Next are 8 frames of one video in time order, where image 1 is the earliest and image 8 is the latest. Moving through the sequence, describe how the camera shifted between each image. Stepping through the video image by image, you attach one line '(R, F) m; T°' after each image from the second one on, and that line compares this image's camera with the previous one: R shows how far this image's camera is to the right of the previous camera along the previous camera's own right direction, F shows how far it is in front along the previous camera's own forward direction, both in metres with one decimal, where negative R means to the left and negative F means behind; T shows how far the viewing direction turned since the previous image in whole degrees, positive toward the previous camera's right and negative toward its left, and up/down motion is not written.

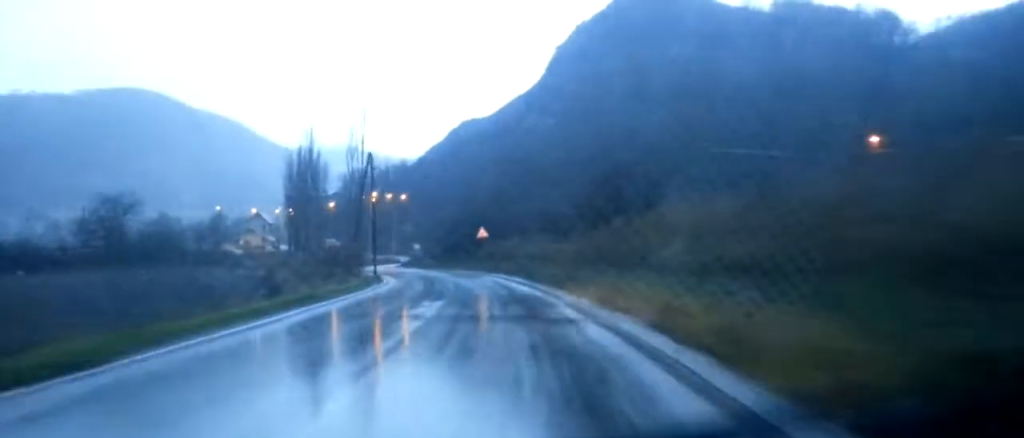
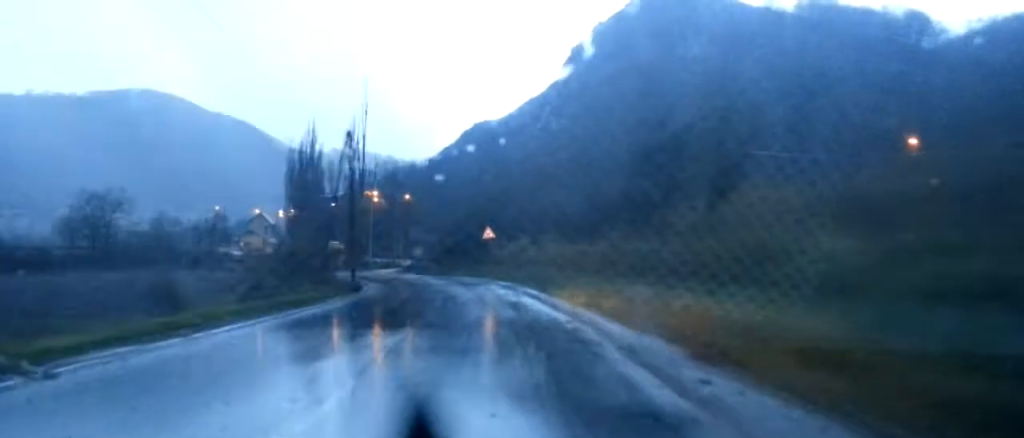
(+0.2, +9.0) m; 0°
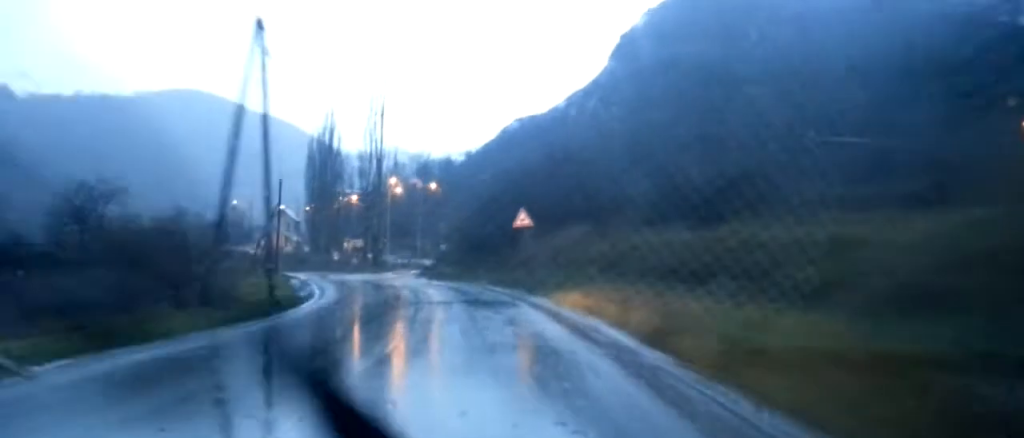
(-0.3, +17.6) m; -1°
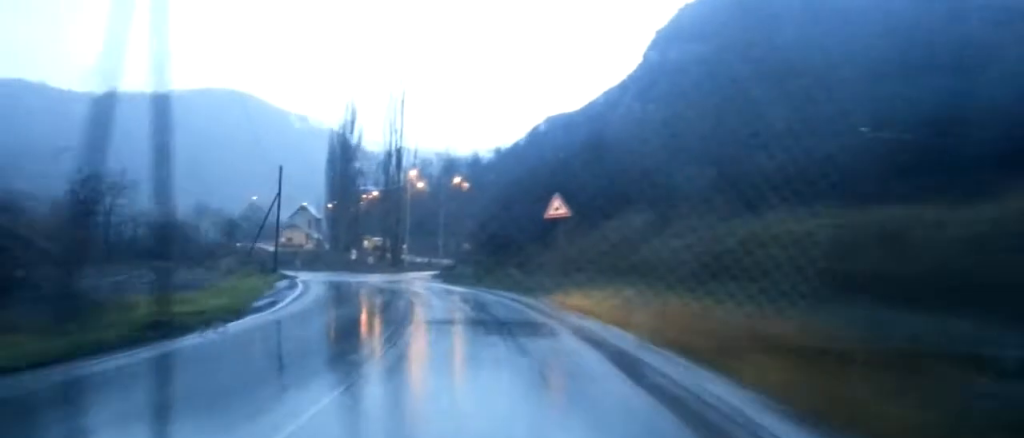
(+0.2, +7.7) m; -1°
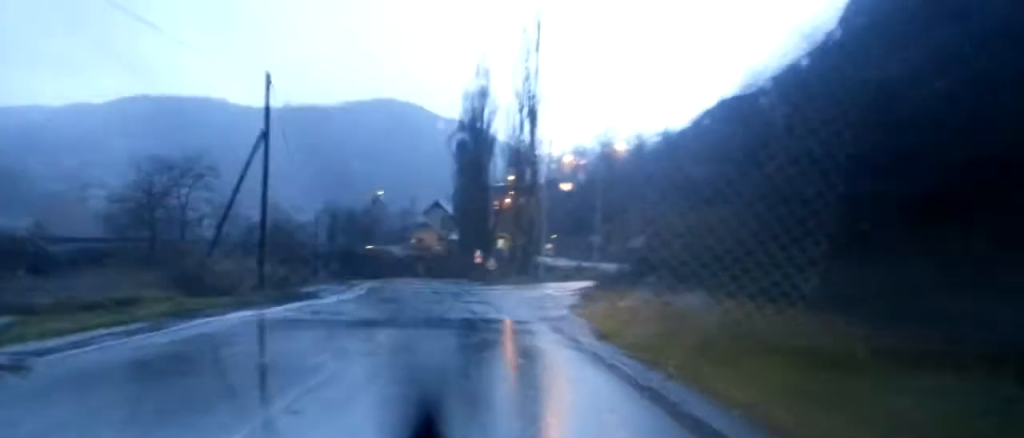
(-1.7, +30.2) m; -7°
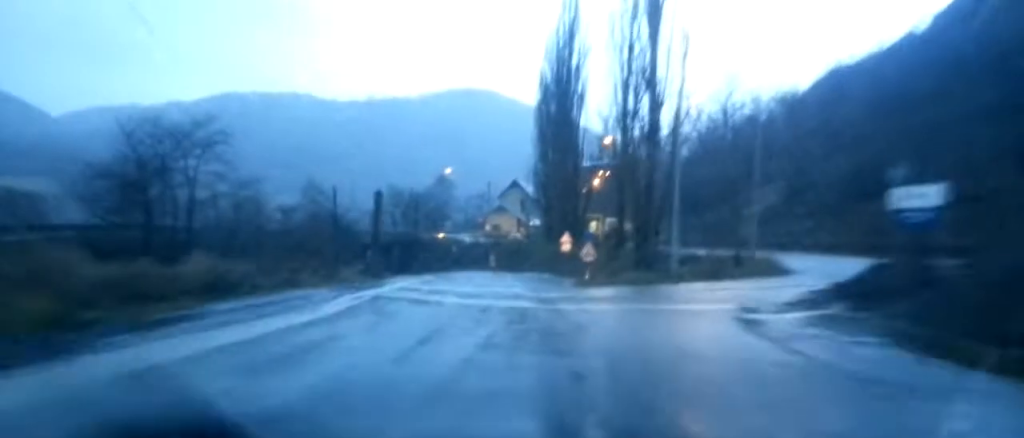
(-1.3, +22.5) m; -5°
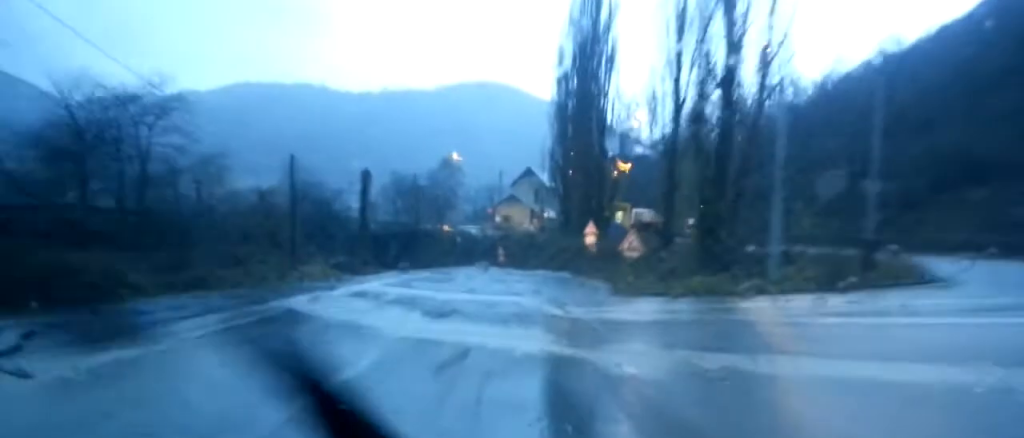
(-0.2, +12.2) m; -3°
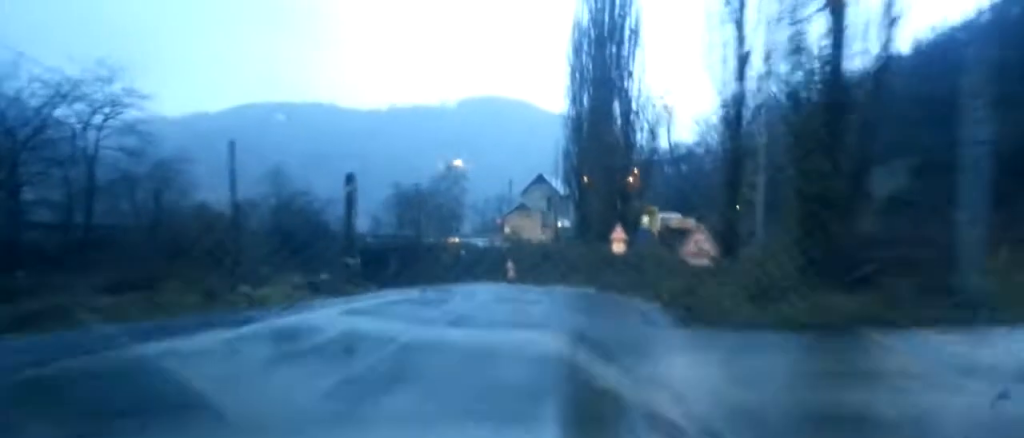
(-0.5, +9.3) m; -3°
